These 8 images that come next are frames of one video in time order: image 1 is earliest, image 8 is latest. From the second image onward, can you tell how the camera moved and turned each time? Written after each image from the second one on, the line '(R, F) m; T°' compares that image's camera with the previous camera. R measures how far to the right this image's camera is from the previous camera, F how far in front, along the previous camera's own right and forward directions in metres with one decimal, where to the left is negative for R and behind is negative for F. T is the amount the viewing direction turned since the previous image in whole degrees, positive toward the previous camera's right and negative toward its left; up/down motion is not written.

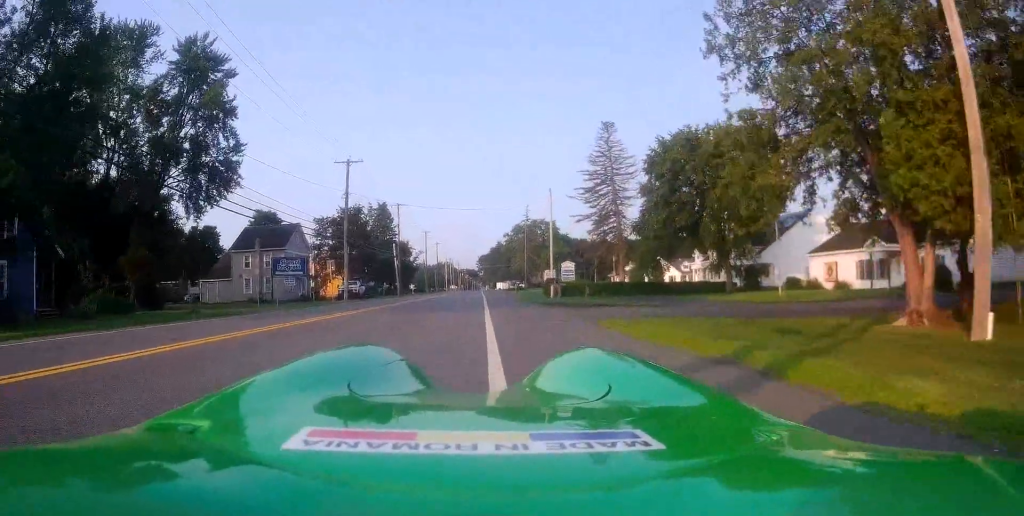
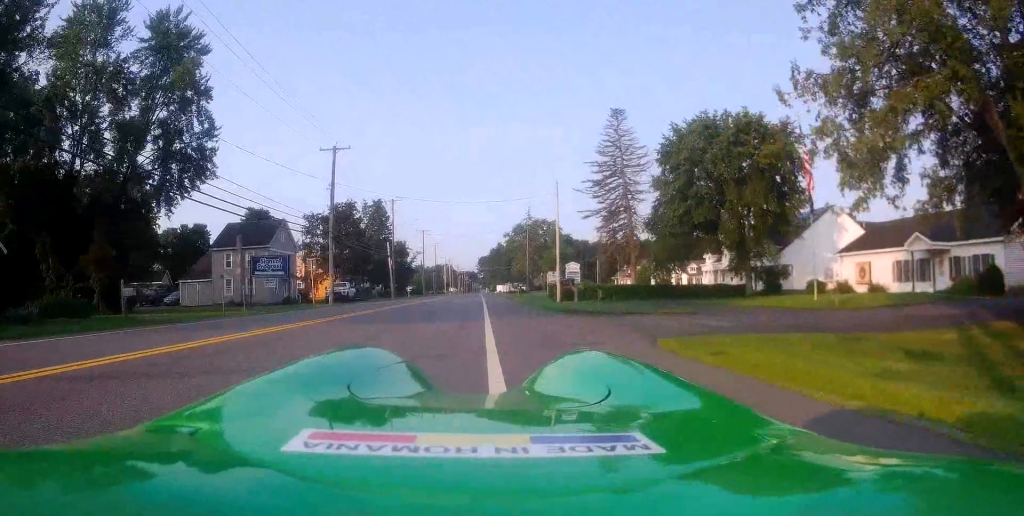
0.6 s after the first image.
(+0.2, +4.5) m; -2°
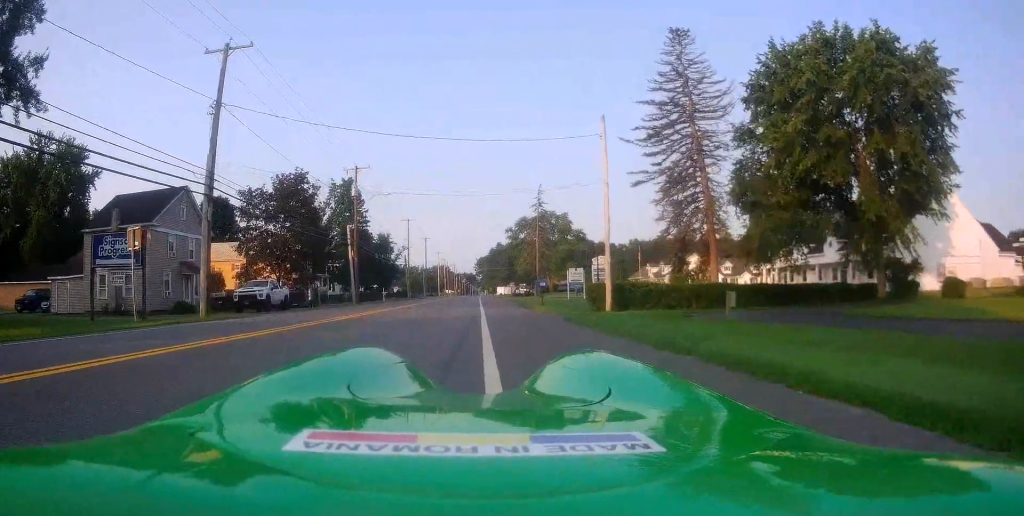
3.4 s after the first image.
(0.0, +20.1) m; -1°
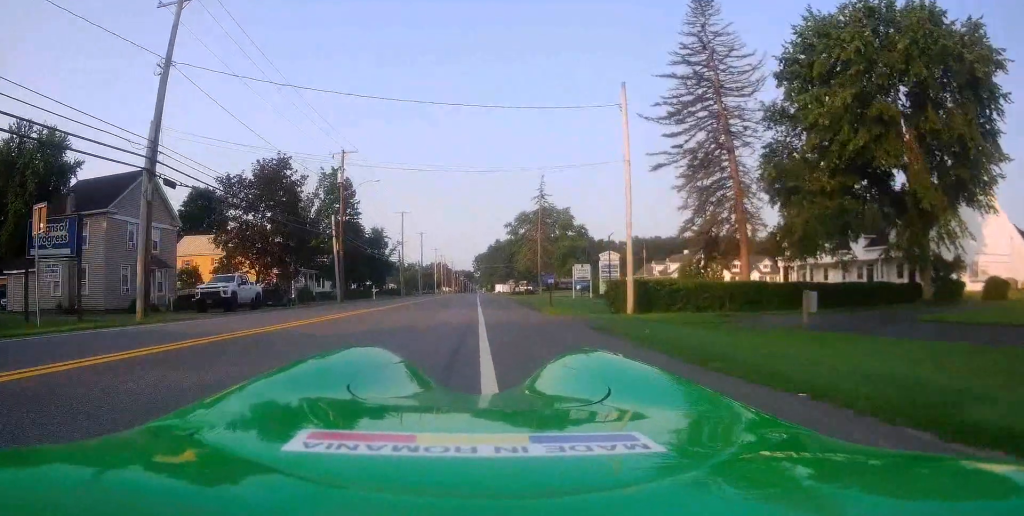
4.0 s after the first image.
(-0.2, +4.7) m; 0°
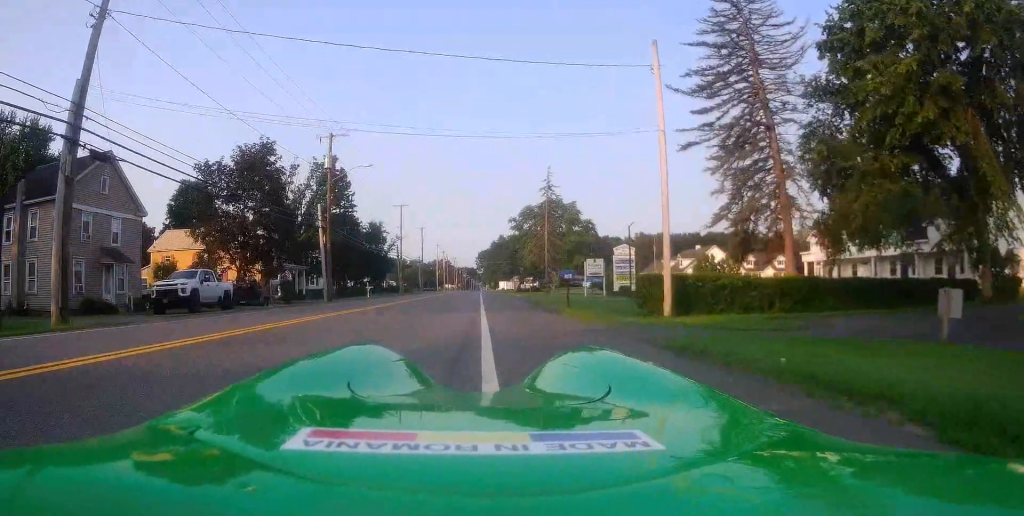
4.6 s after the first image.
(-0.1, +4.7) m; +1°
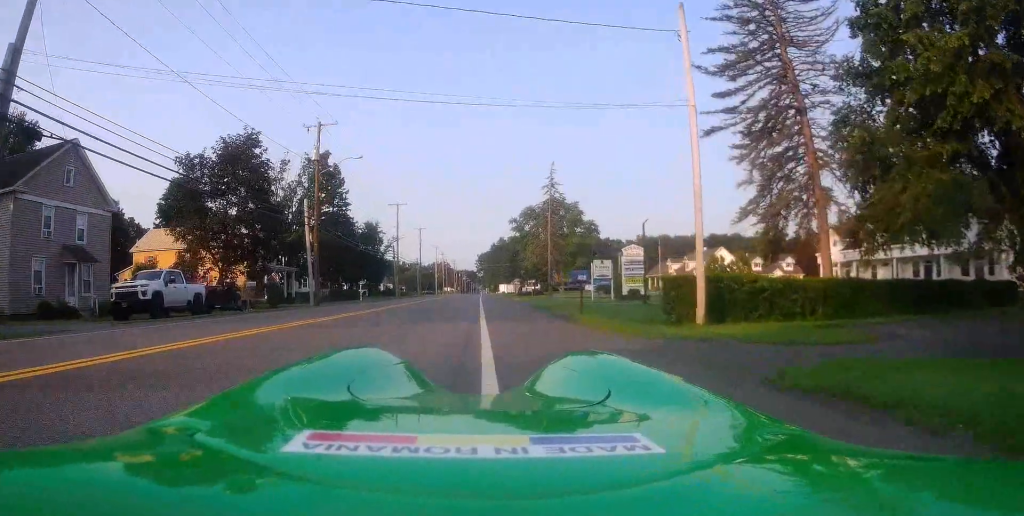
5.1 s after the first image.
(+0.2, +3.4) m; +2°
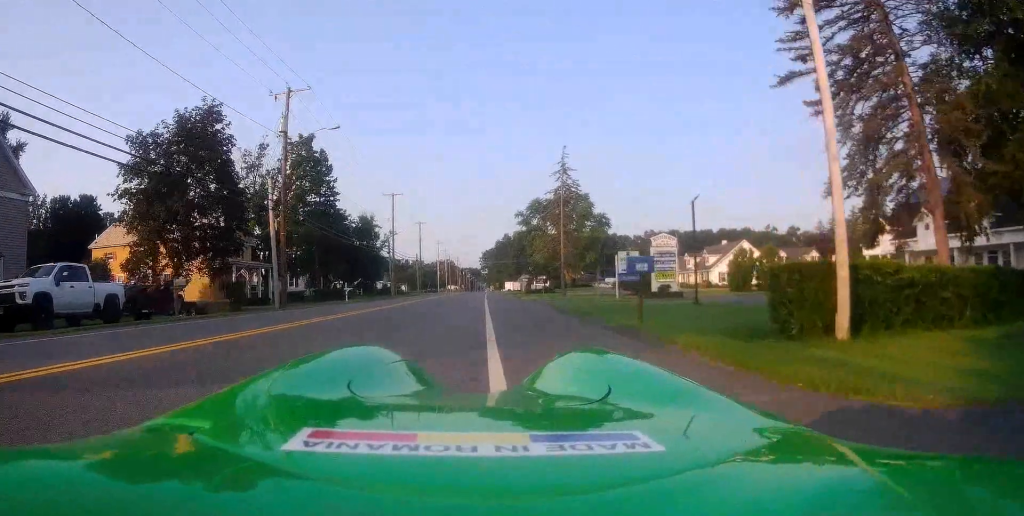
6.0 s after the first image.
(+0.2, +7.1) m; 0°
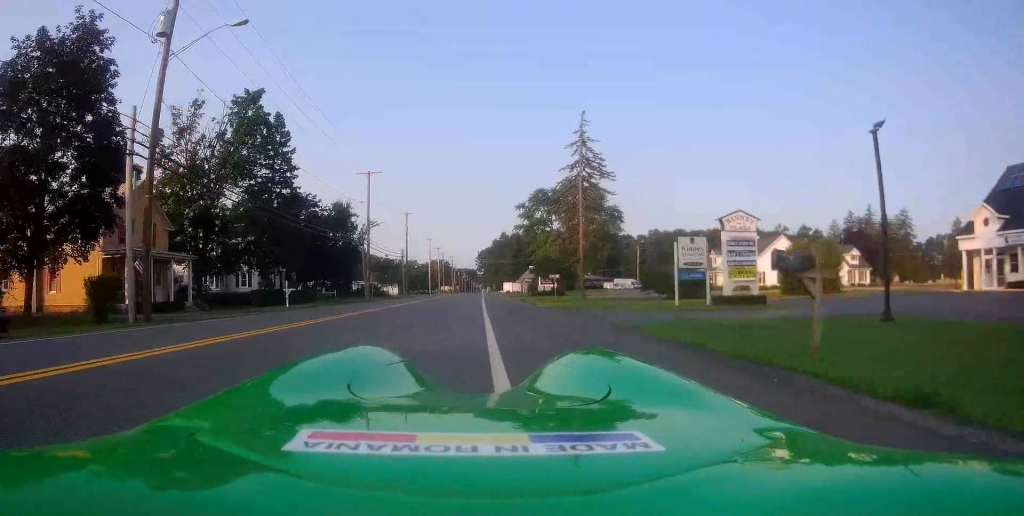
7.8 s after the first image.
(-0.5, +12.9) m; -3°
